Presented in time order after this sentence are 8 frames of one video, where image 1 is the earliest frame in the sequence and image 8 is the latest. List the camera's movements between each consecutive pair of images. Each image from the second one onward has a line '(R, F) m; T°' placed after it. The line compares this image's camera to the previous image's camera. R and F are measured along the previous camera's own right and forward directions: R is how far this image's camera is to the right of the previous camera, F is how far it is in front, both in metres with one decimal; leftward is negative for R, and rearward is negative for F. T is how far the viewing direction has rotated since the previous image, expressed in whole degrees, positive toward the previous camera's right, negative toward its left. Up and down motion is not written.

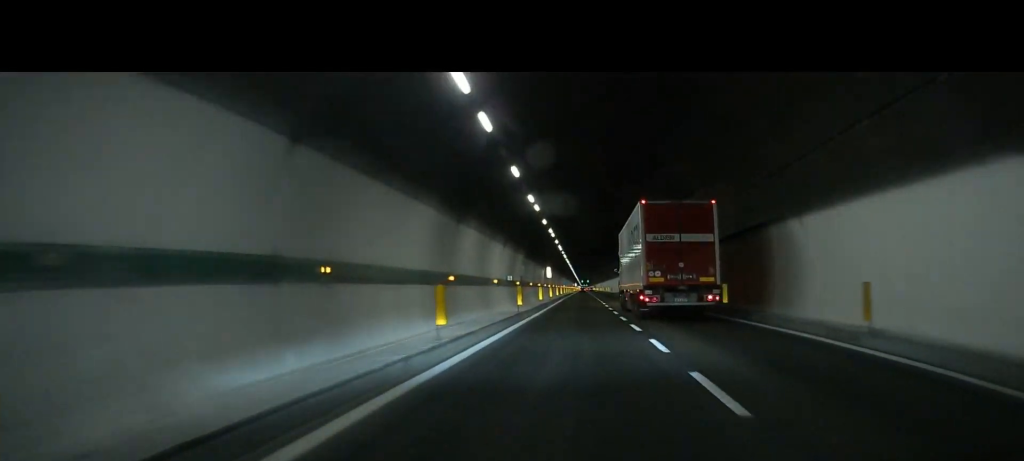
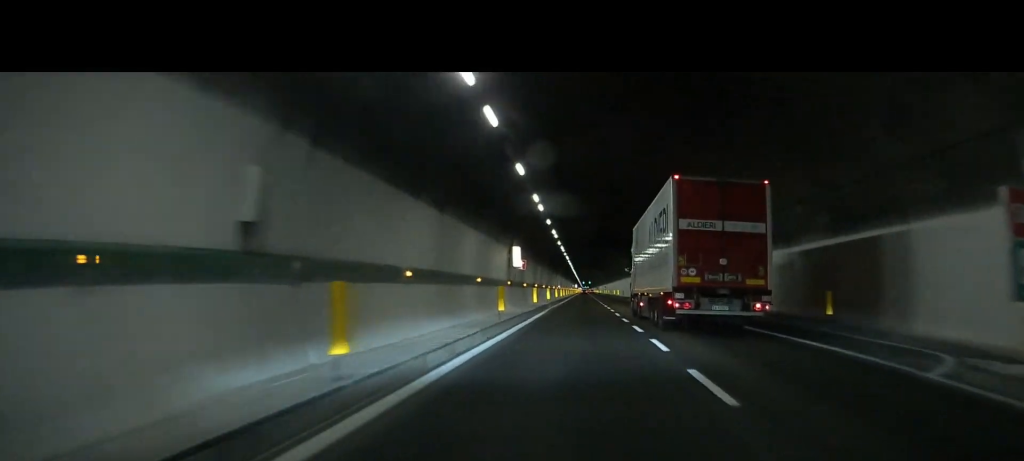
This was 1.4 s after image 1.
(0.0, +31.2) m; 0°
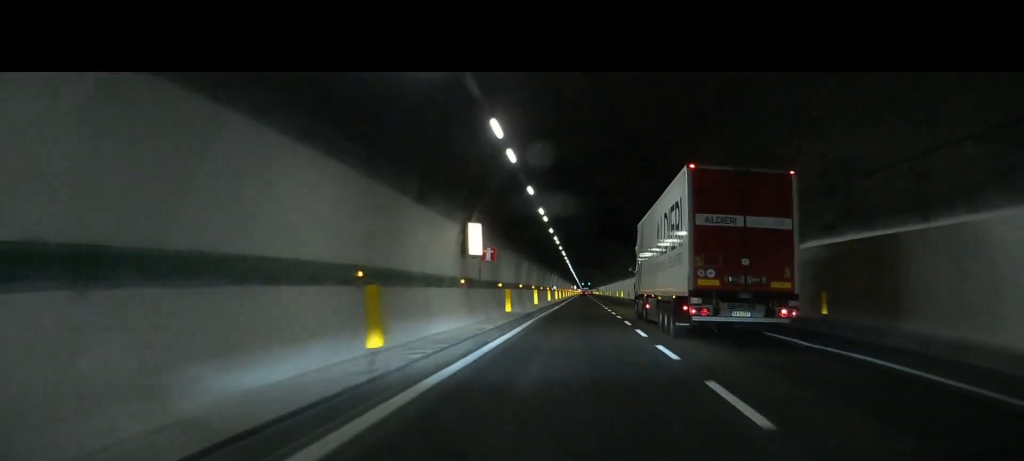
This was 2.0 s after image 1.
(0.0, +11.6) m; 0°
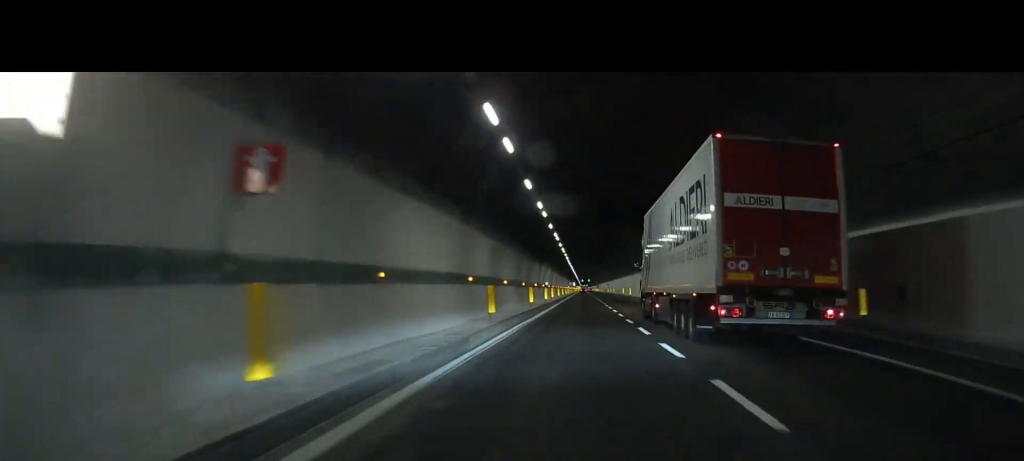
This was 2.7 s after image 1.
(0.0, +16.4) m; 0°
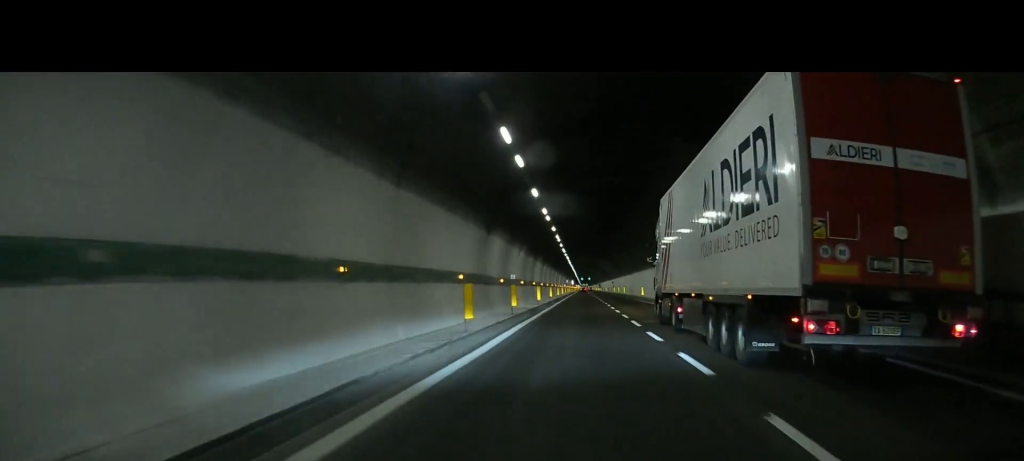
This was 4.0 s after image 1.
(0.0, +29.0) m; 0°
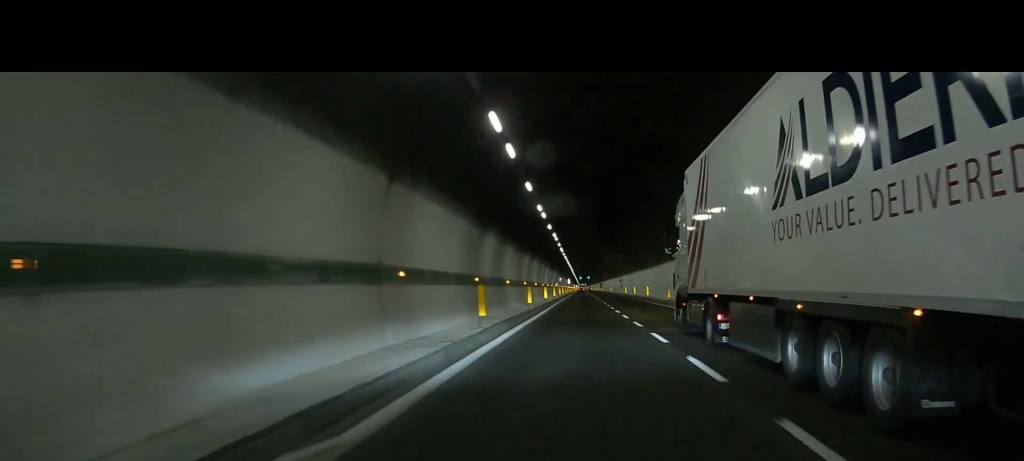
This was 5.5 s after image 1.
(0.0, +33.3) m; 0°
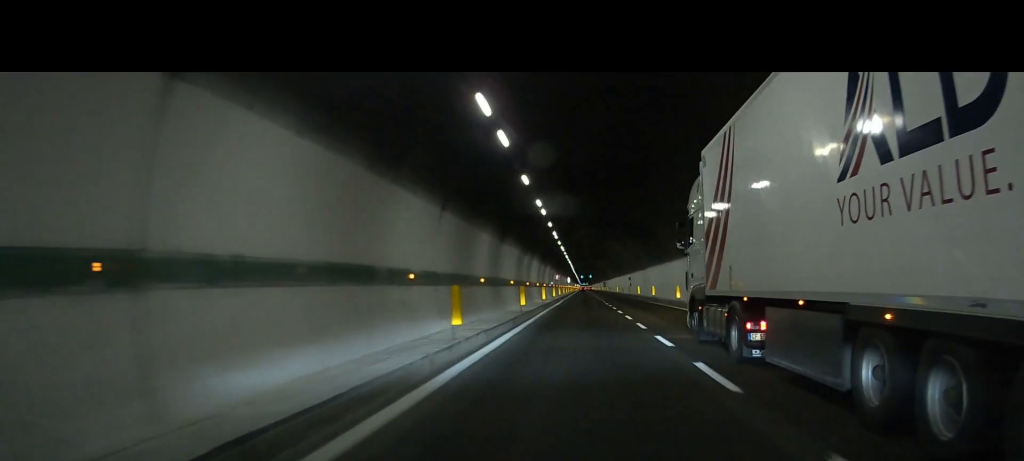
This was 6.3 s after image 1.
(0.0, +17.5) m; 0°
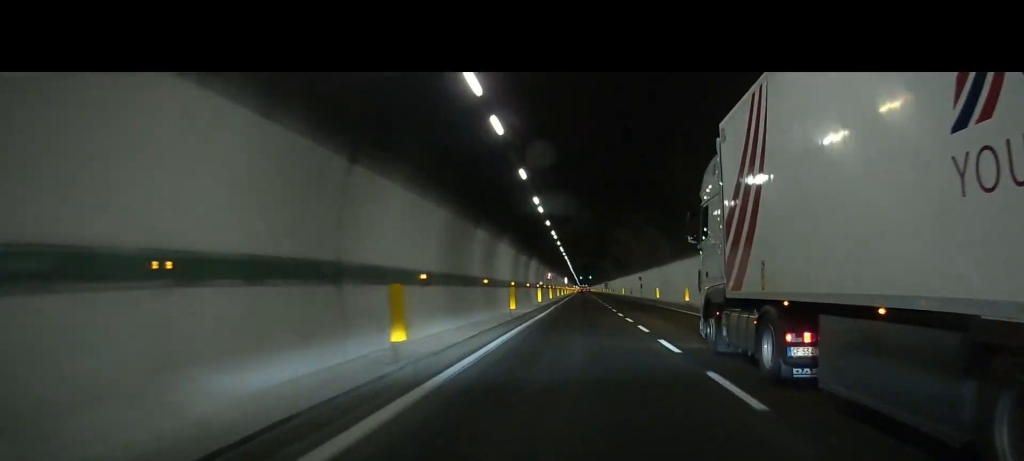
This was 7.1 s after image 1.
(0.0, +17.2) m; 0°
